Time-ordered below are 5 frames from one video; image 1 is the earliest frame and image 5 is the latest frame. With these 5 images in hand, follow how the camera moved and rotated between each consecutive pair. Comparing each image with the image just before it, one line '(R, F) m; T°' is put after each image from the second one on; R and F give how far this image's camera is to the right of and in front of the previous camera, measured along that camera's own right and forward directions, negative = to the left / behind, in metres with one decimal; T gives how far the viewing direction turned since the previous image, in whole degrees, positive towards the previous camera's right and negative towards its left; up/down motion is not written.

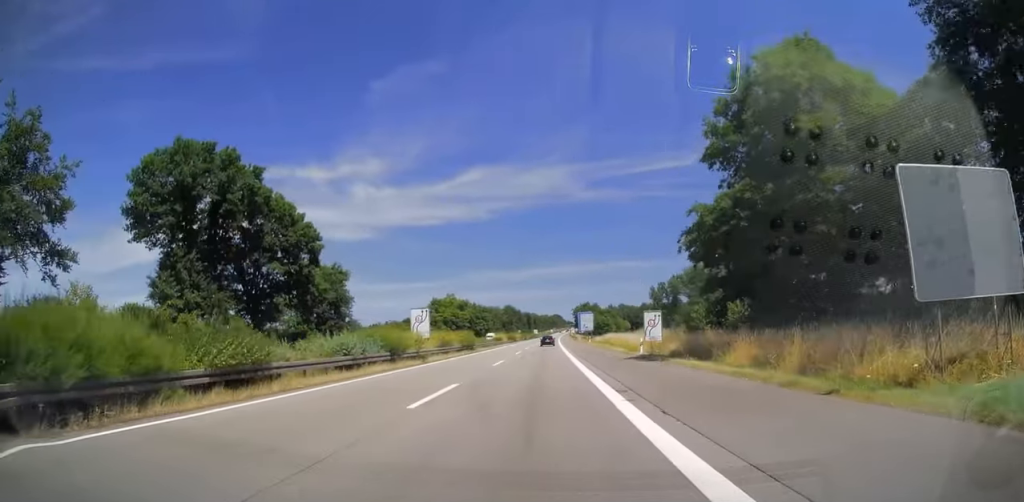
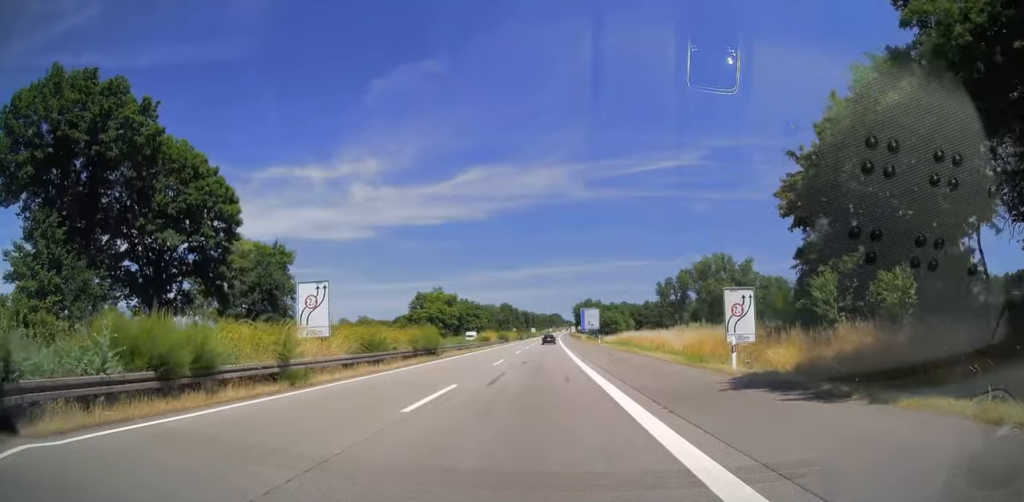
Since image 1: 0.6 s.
(+0.1, +18.6) m; 0°
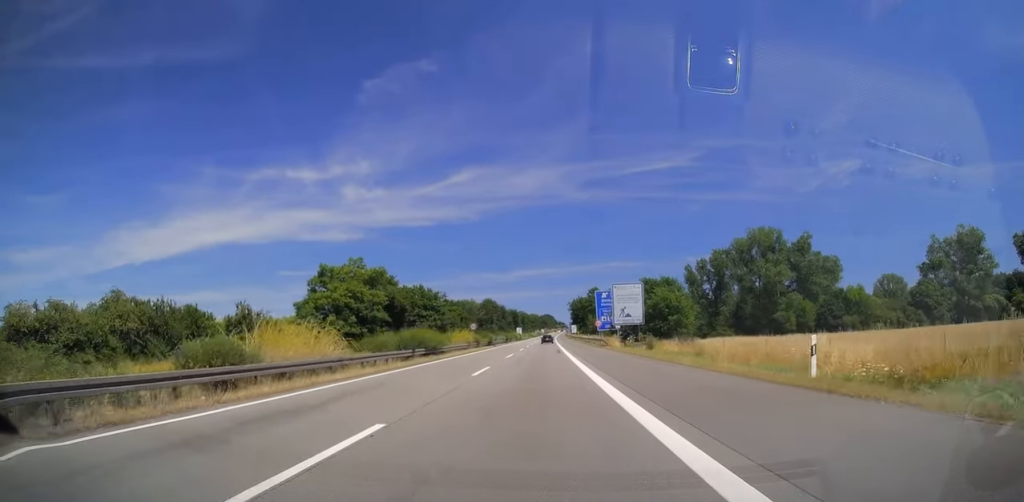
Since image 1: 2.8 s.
(0.0, +61.7) m; +1°
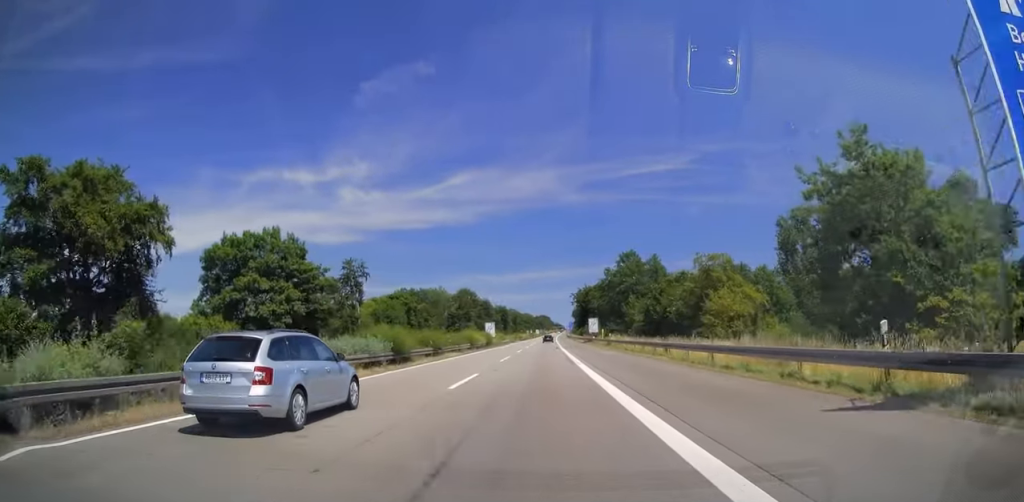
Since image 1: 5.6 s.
(+0.1, +76.9) m; 0°
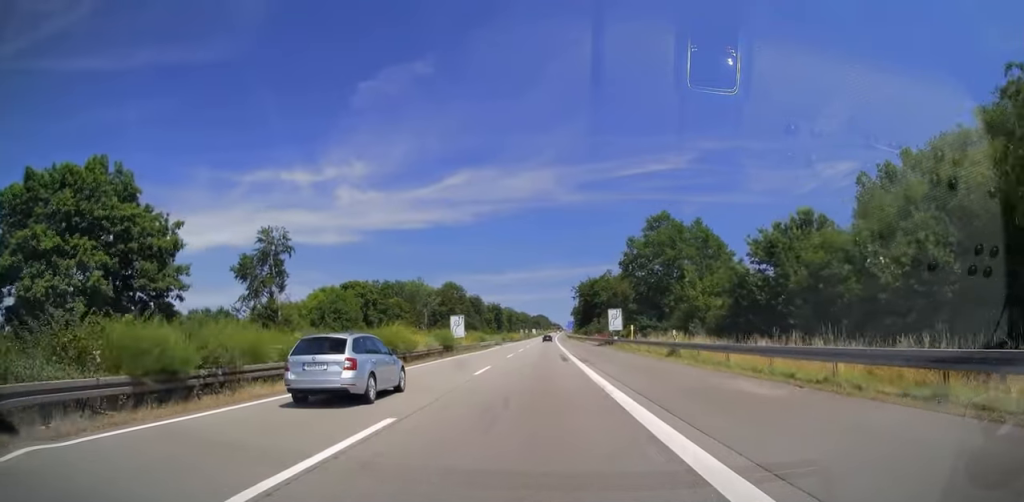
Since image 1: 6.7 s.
(+0.3, +29.9) m; 0°
